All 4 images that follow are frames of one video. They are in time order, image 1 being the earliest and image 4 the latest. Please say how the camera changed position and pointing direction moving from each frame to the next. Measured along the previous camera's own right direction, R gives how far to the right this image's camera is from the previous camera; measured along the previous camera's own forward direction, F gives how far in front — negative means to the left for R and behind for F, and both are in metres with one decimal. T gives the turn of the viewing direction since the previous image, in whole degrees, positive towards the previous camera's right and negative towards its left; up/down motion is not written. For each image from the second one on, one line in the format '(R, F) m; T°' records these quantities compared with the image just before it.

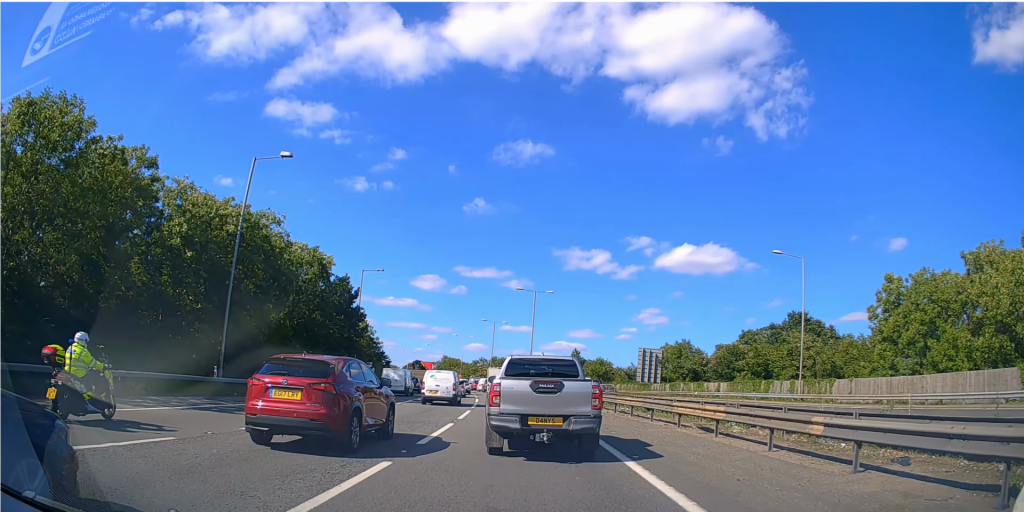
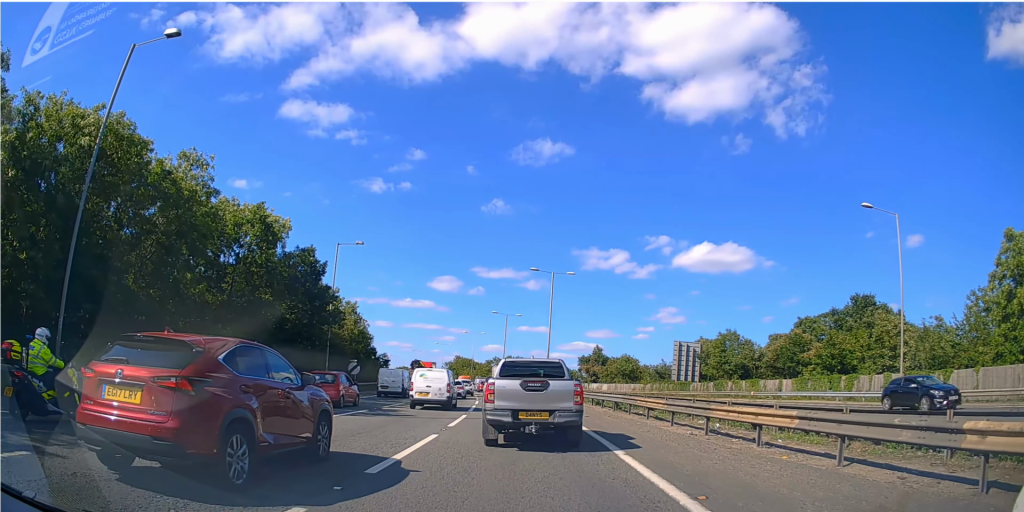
(+0.2, +12.5) m; 0°
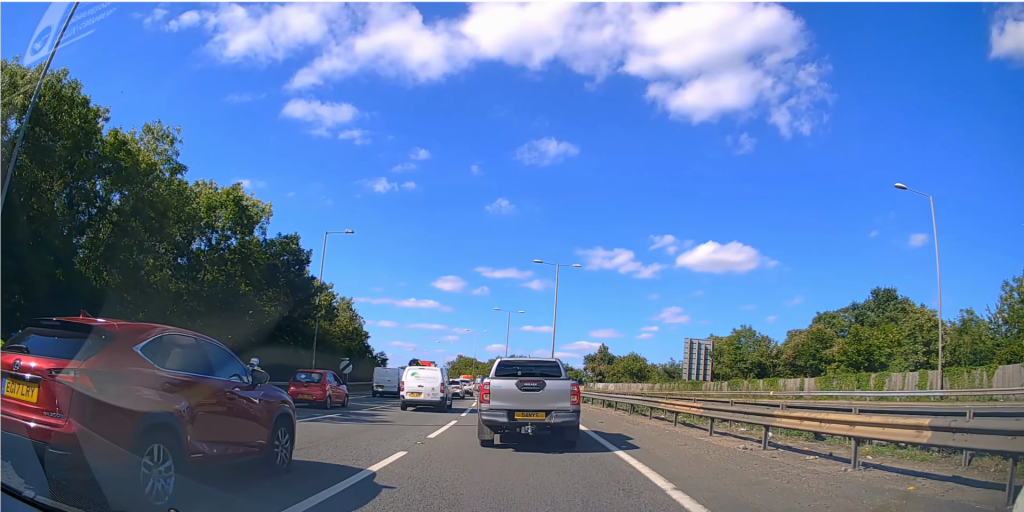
(-0.1, +3.8) m; -1°
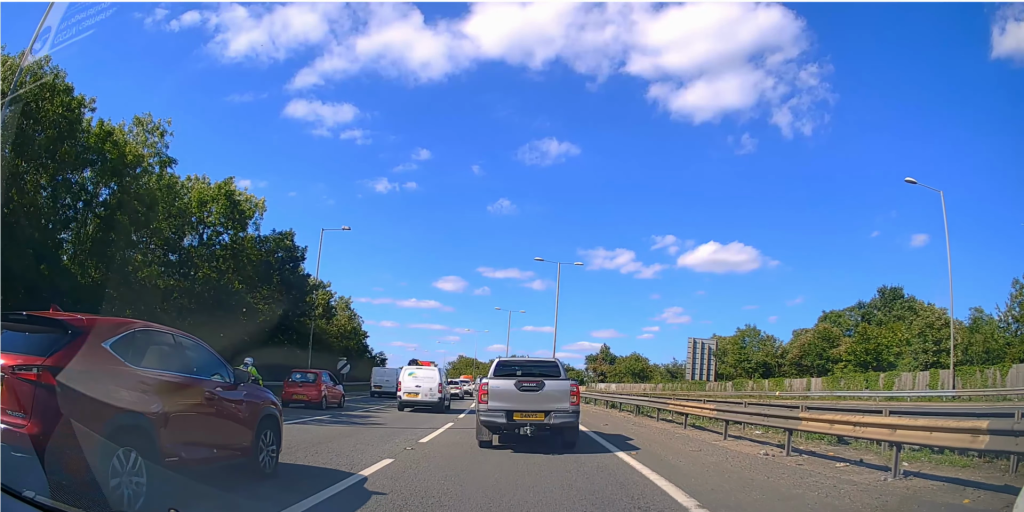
(0.0, +1.1) m; 0°
